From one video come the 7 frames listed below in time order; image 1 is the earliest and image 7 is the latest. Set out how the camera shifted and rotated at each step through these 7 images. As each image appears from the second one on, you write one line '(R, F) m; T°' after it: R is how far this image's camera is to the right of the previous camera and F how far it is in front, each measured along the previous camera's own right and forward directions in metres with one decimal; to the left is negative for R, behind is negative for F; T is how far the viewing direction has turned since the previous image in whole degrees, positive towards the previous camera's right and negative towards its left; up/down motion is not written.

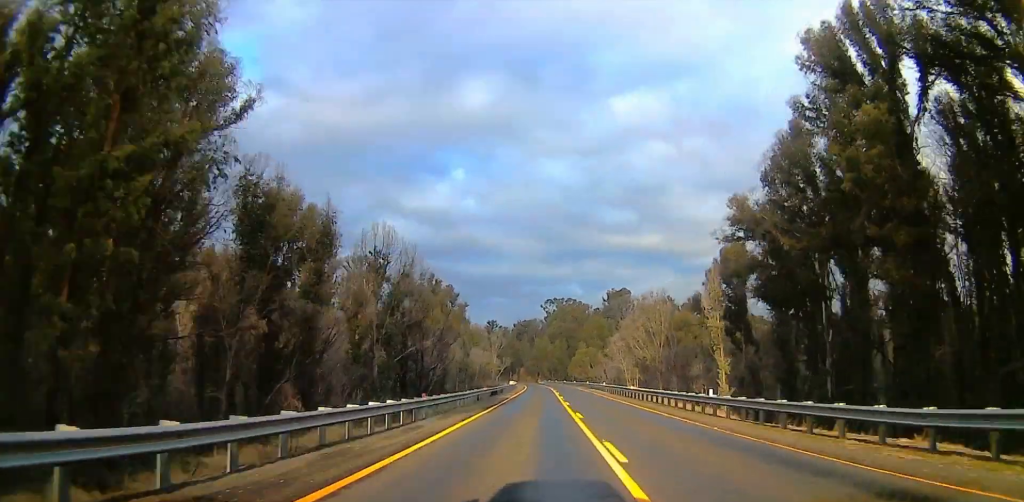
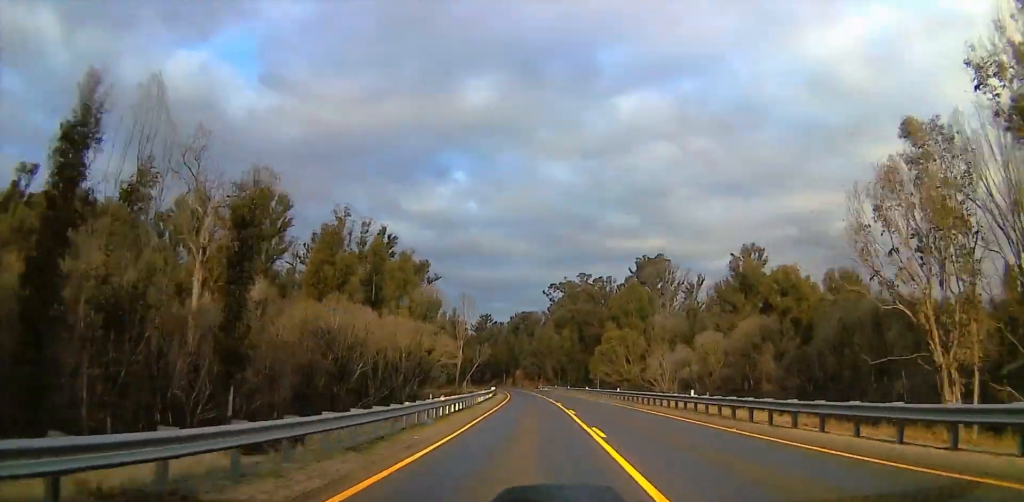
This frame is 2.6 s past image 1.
(+2.9, +68.4) m; +3°
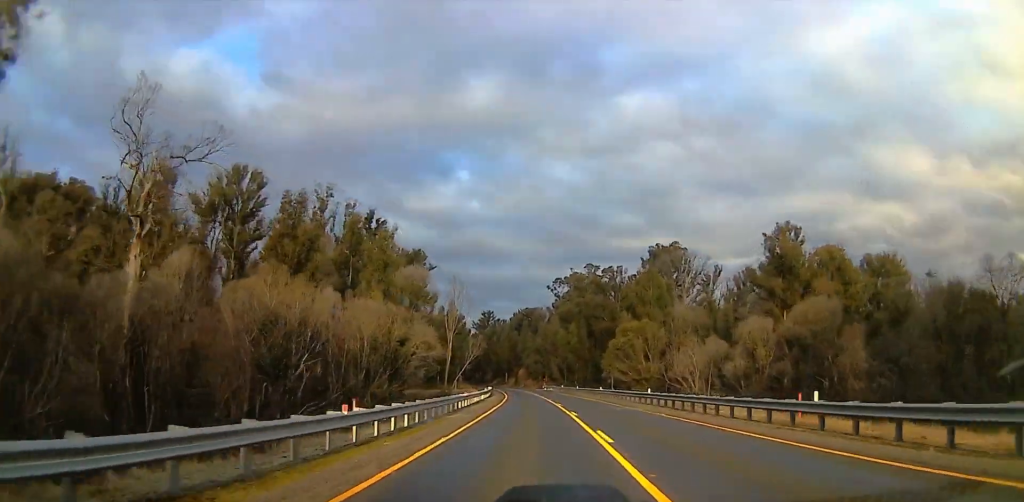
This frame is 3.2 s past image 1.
(-0.4, +14.9) m; +1°
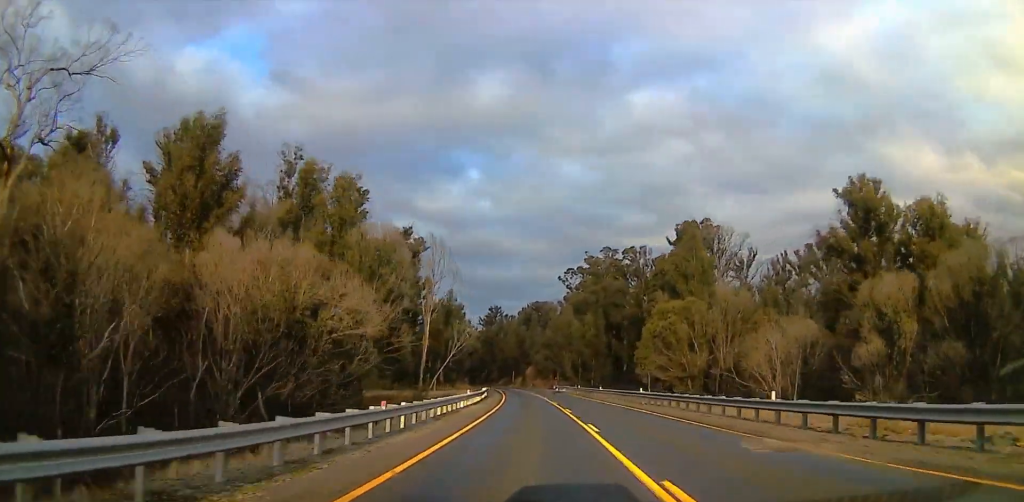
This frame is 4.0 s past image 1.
(+0.1, +20.1) m; -1°
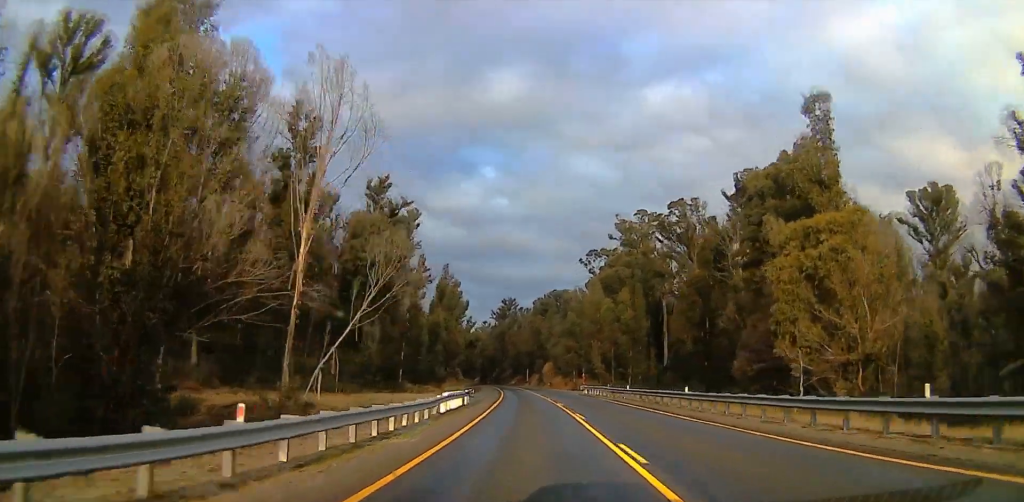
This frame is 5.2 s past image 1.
(-1.4, +32.0) m; -6°
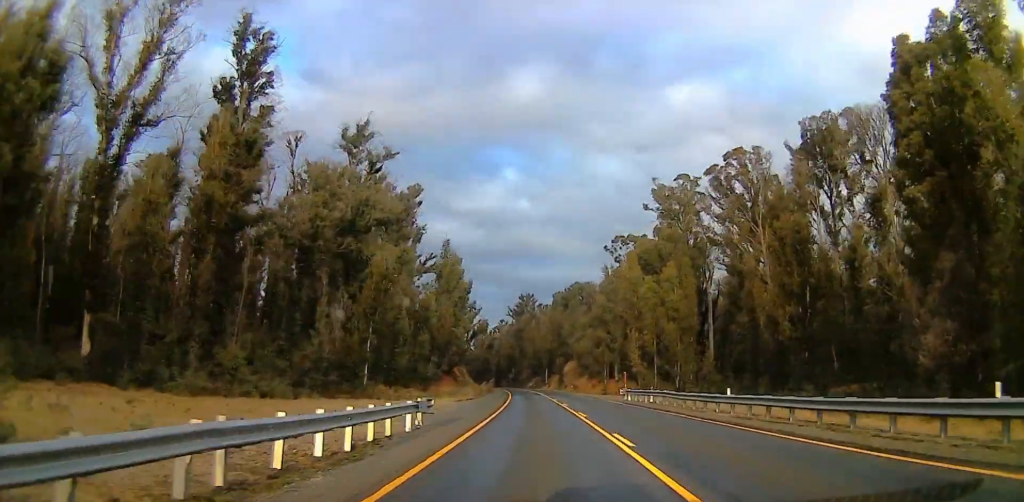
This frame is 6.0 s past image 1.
(-0.7, +21.5) m; -2°
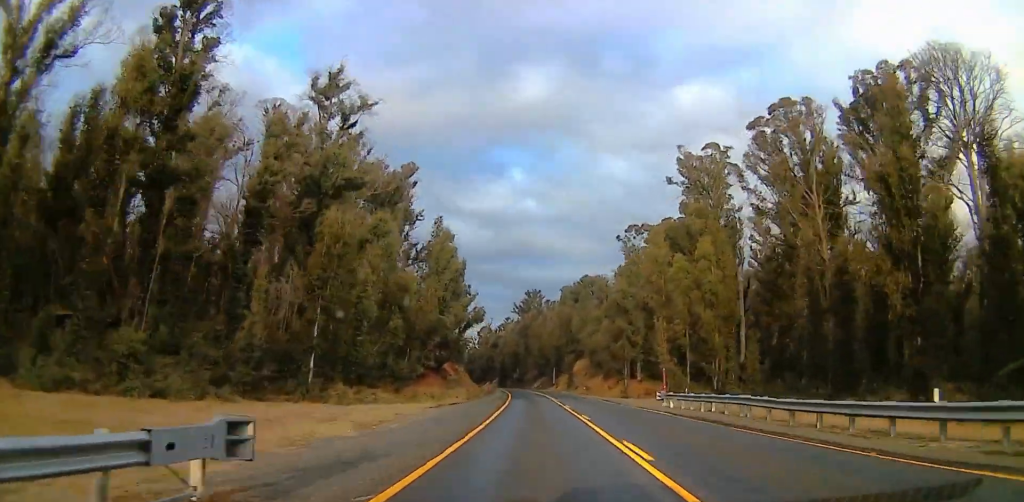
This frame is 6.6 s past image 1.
(+0.1, +13.3) m; +1°
